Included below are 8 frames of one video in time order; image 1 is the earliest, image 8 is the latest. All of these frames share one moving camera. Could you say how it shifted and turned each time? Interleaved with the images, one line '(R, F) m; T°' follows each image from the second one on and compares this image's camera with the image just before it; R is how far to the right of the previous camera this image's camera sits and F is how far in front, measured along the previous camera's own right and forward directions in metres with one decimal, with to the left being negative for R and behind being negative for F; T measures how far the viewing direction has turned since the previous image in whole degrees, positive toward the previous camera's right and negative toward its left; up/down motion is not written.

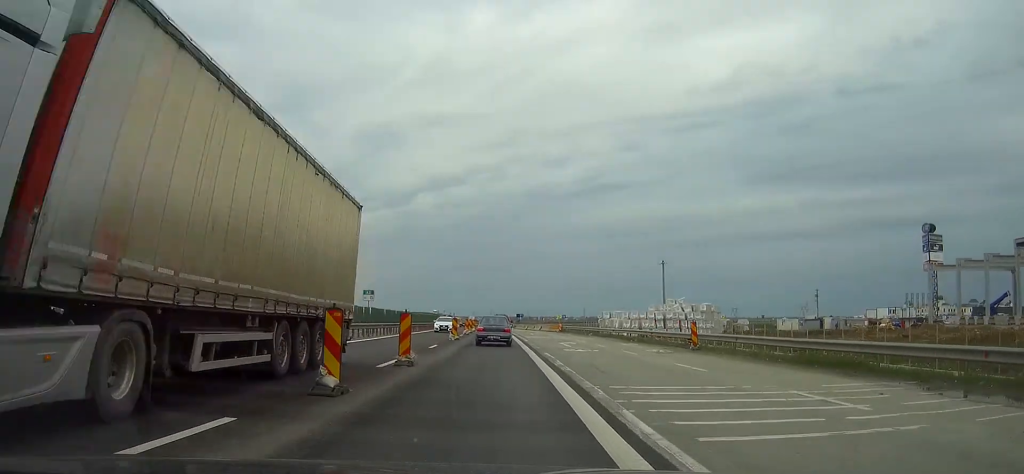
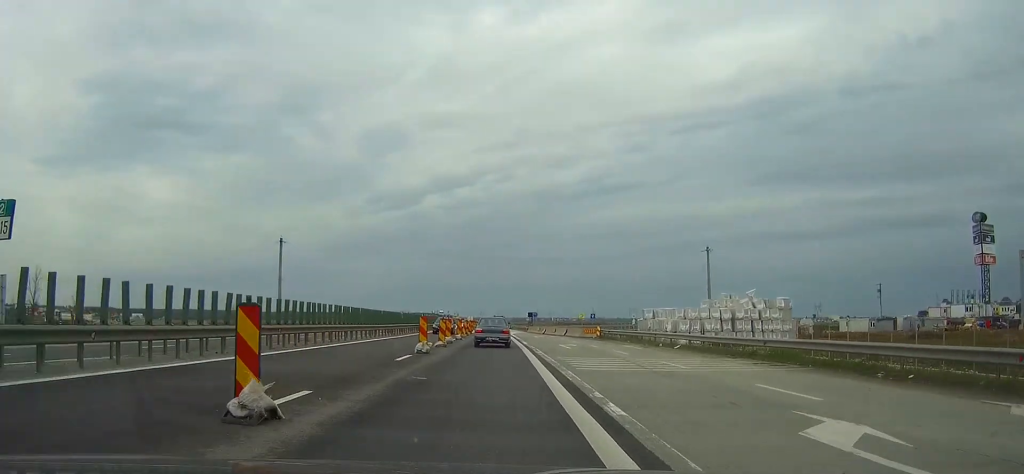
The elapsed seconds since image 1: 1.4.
(-0.2, +33.2) m; -1°
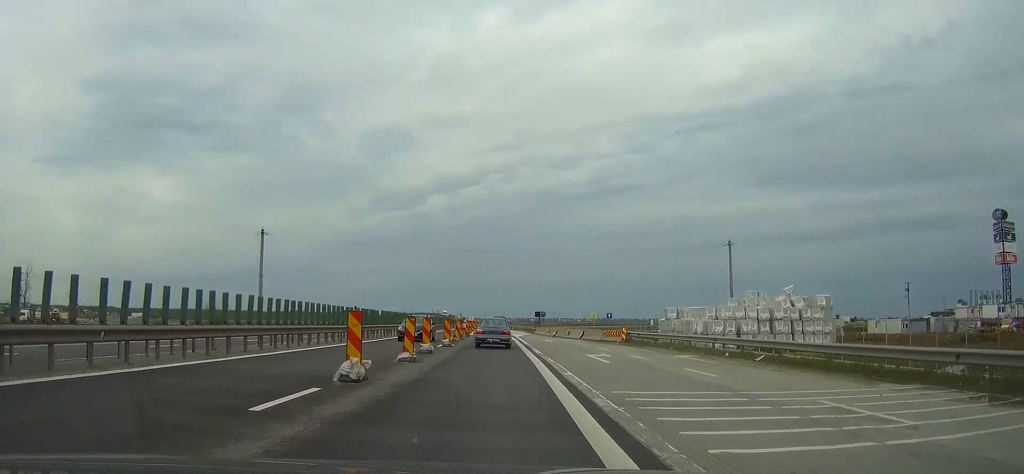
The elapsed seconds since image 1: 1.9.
(+0.1, +11.6) m; 0°
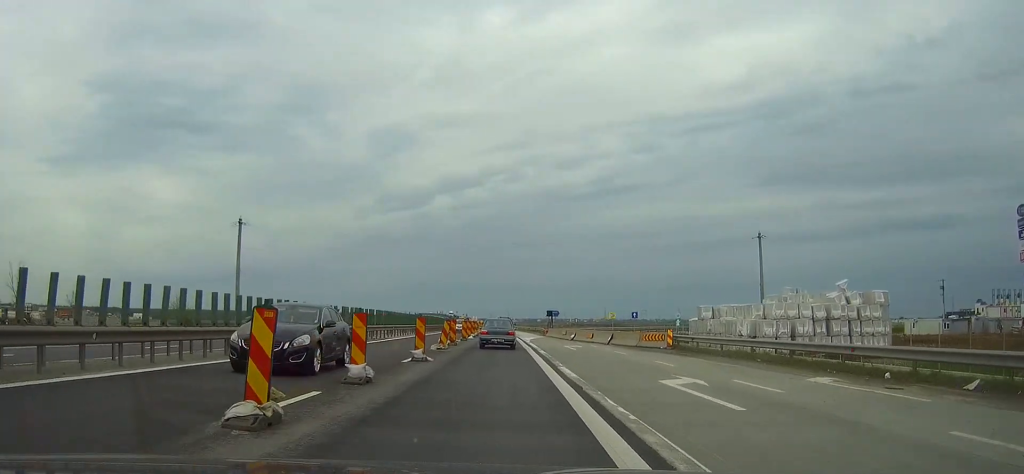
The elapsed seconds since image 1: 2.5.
(-0.1, +12.5) m; 0°
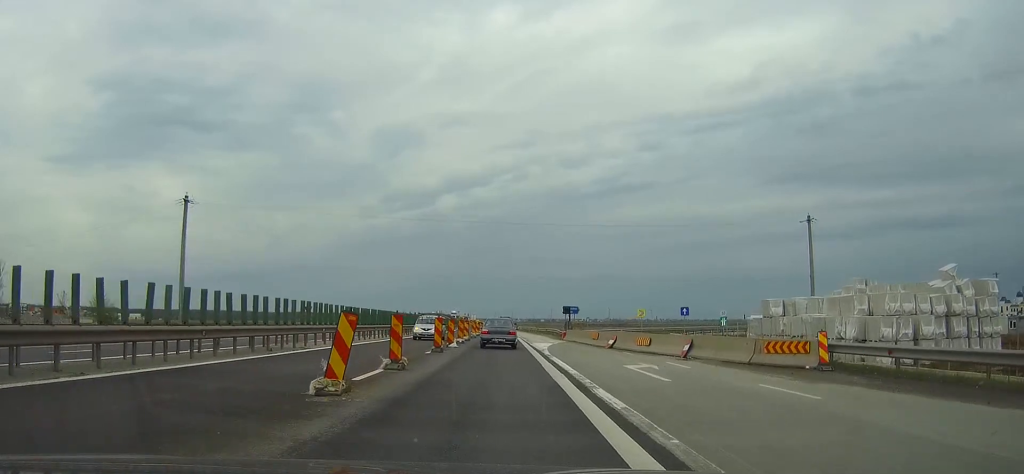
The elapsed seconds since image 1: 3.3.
(-0.1, +18.9) m; 0°
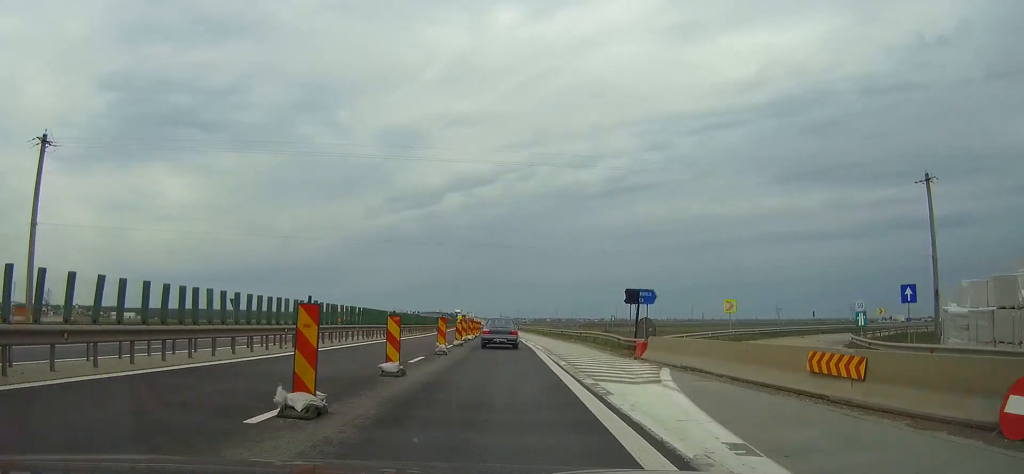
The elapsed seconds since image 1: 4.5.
(0.0, +30.2) m; 0°
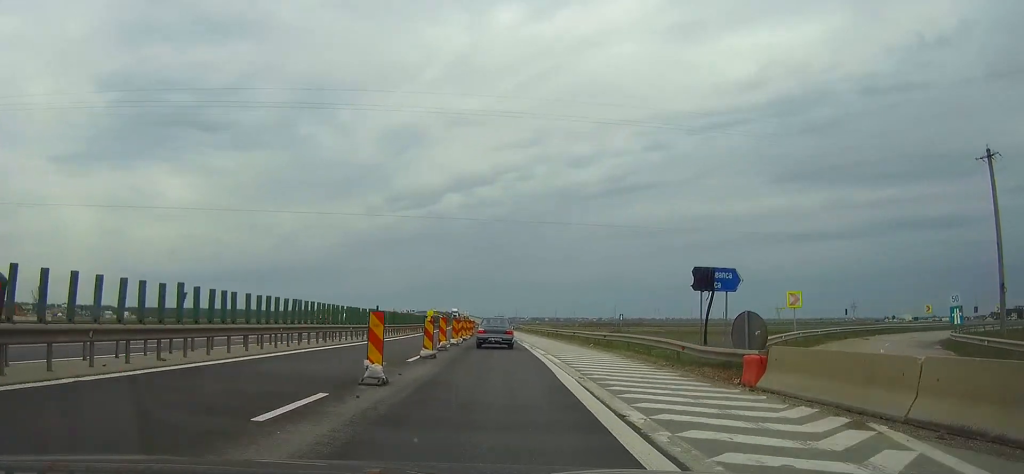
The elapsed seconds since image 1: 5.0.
(0.0, +12.0) m; 0°
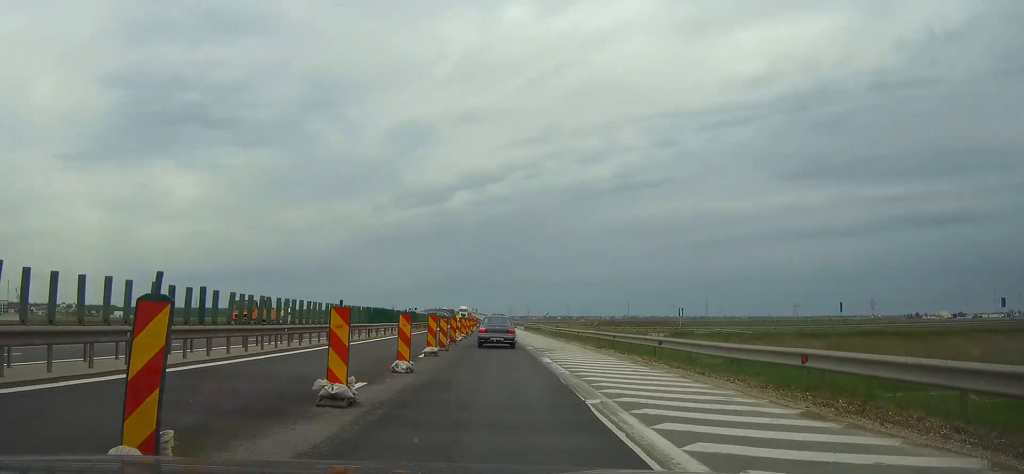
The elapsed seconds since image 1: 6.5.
(-0.2, +34.4) m; -1°
